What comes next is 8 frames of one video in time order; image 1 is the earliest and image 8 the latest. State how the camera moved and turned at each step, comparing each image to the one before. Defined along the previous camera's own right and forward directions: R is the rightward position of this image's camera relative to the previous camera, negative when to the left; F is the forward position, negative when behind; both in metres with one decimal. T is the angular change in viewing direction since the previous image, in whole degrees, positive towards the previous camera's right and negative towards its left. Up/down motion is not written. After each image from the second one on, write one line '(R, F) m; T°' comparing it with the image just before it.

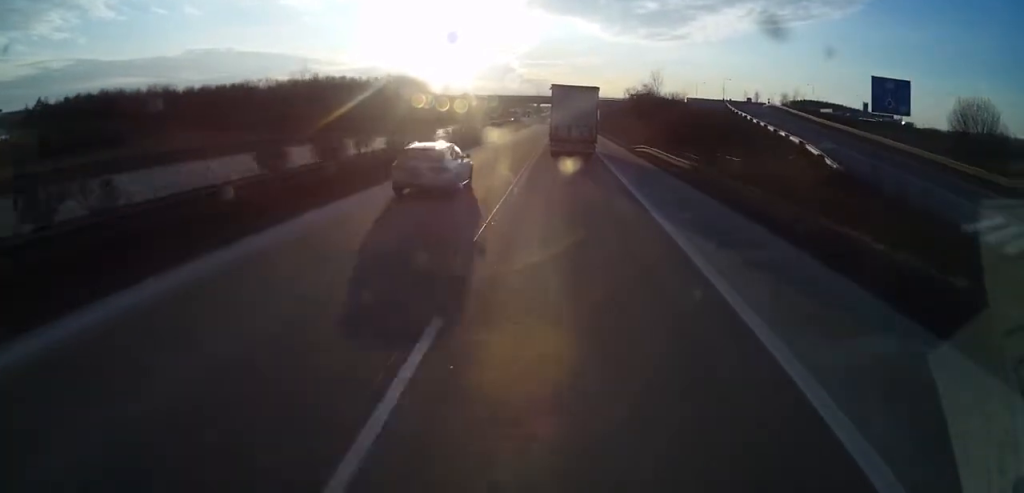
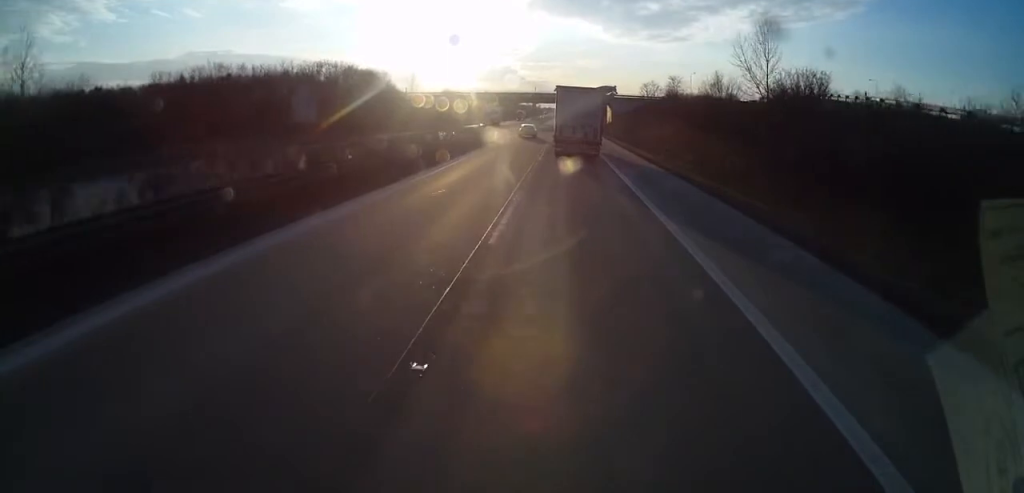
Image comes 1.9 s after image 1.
(-0.6, +43.7) m; -1°
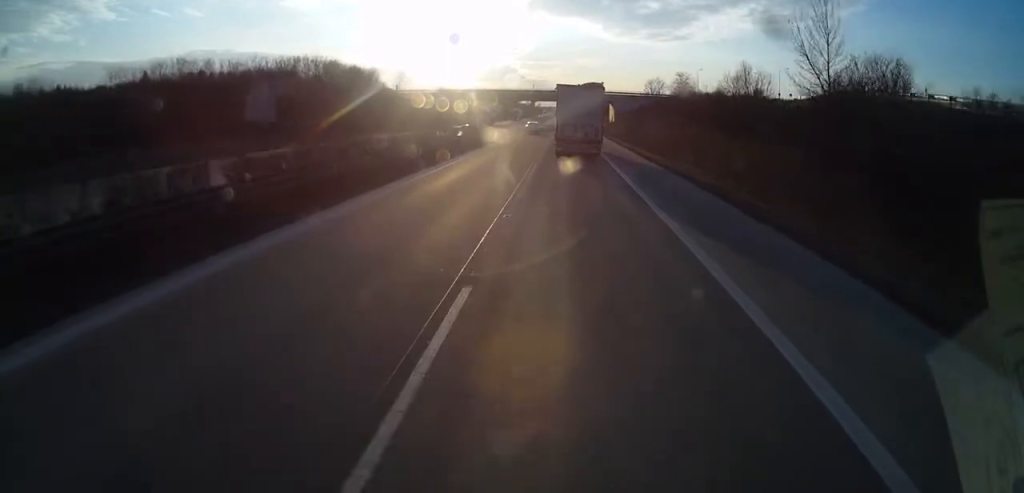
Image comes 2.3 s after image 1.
(-0.2, +9.3) m; 0°
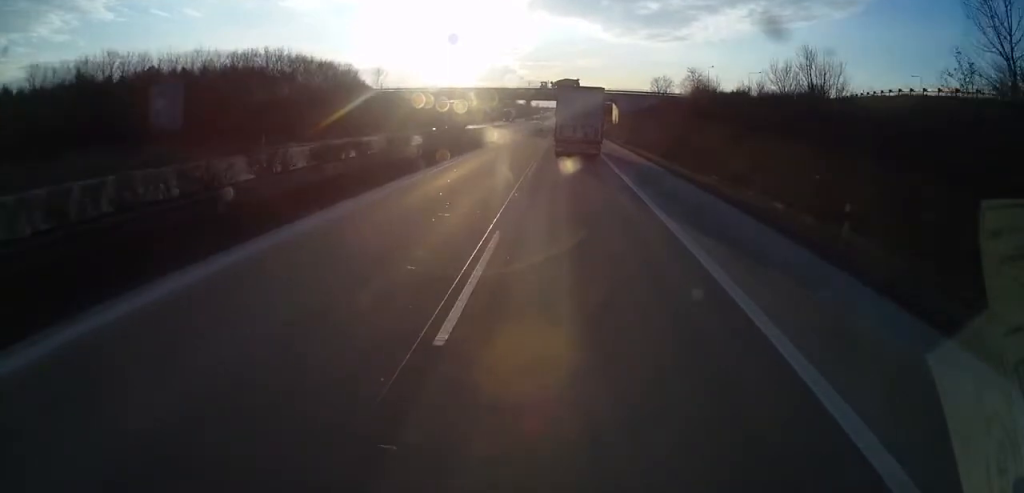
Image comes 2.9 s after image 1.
(+0.3, +14.0) m; +5°
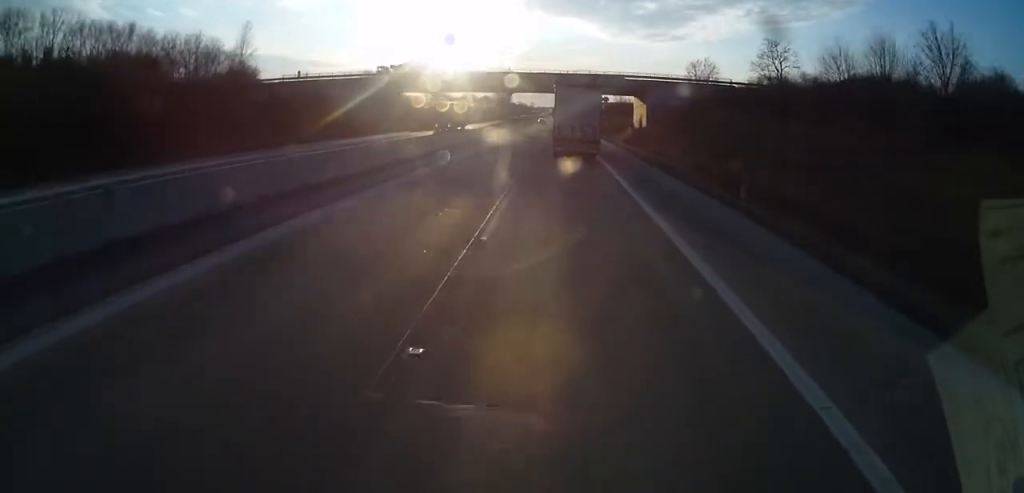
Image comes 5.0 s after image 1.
(-1.2, +48.4) m; -8°
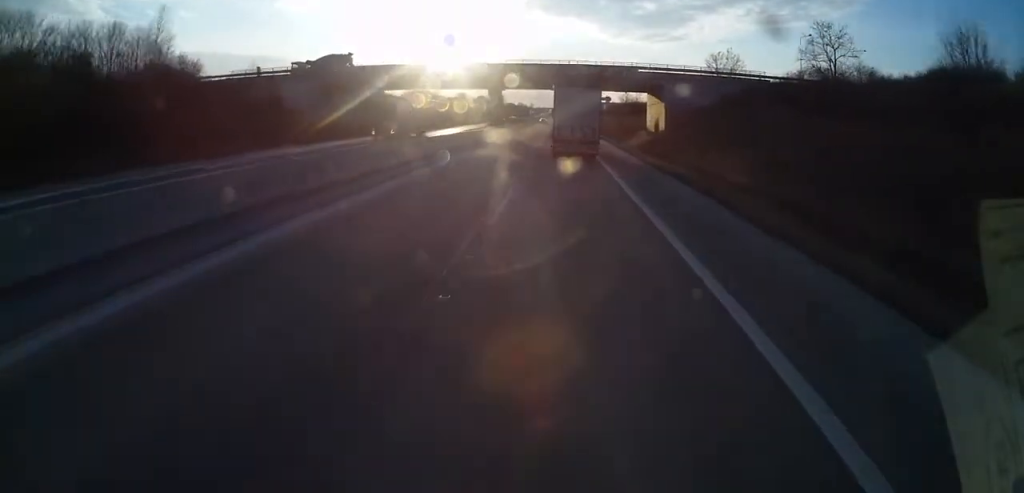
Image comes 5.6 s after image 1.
(-0.4, +15.6) m; 0°
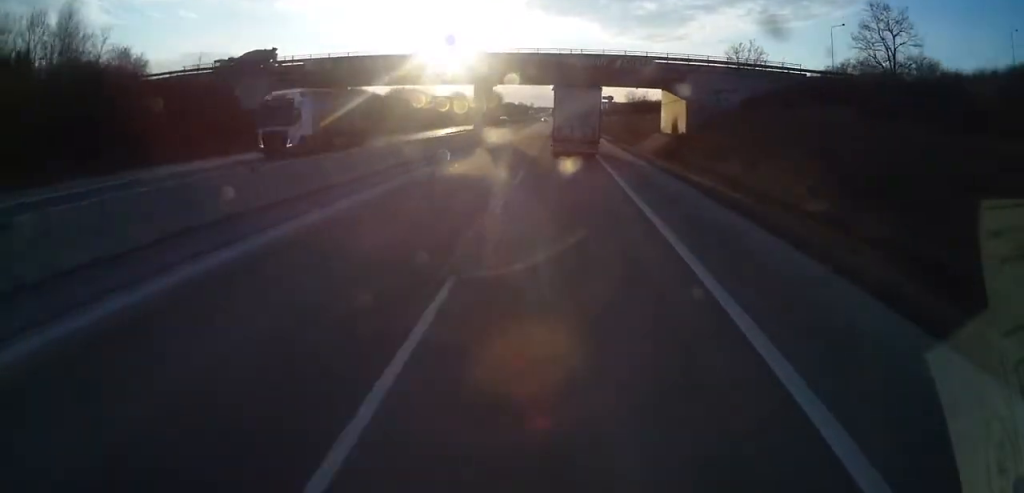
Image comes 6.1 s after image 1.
(+0.6, +11.7) m; +3°
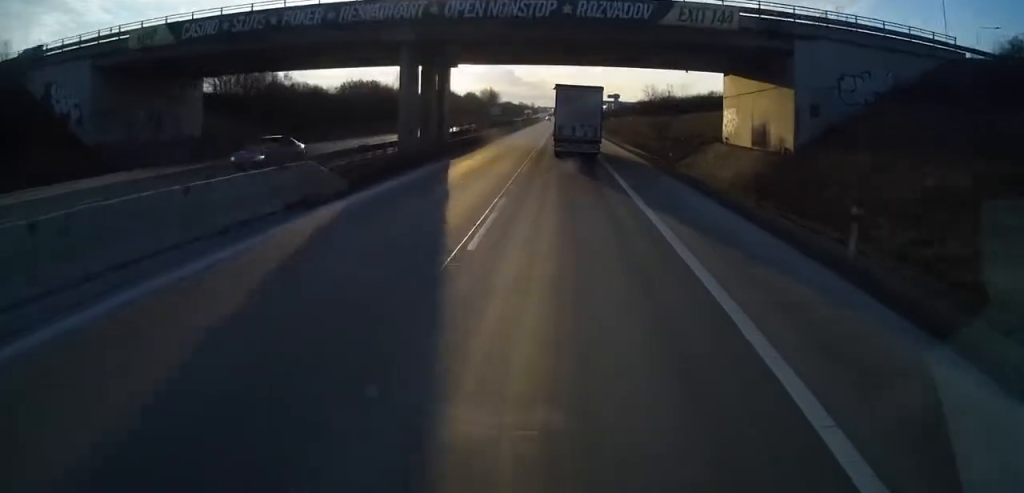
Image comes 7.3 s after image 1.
(+0.4, +28.1) m; +2°
